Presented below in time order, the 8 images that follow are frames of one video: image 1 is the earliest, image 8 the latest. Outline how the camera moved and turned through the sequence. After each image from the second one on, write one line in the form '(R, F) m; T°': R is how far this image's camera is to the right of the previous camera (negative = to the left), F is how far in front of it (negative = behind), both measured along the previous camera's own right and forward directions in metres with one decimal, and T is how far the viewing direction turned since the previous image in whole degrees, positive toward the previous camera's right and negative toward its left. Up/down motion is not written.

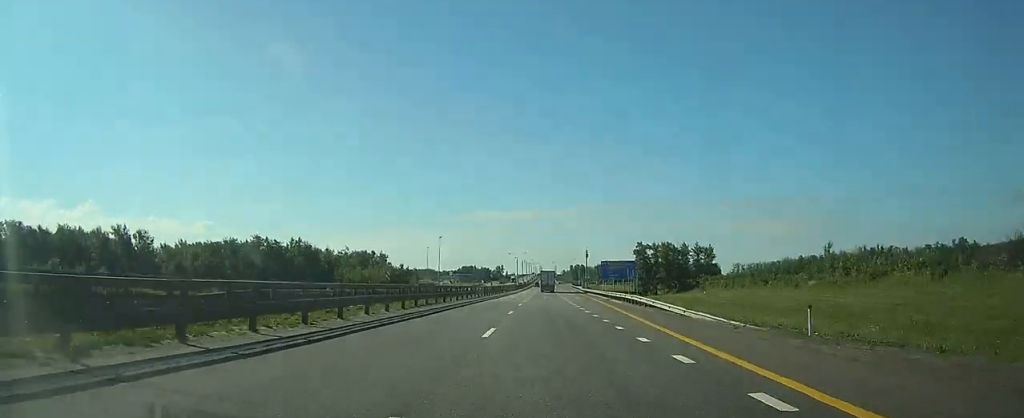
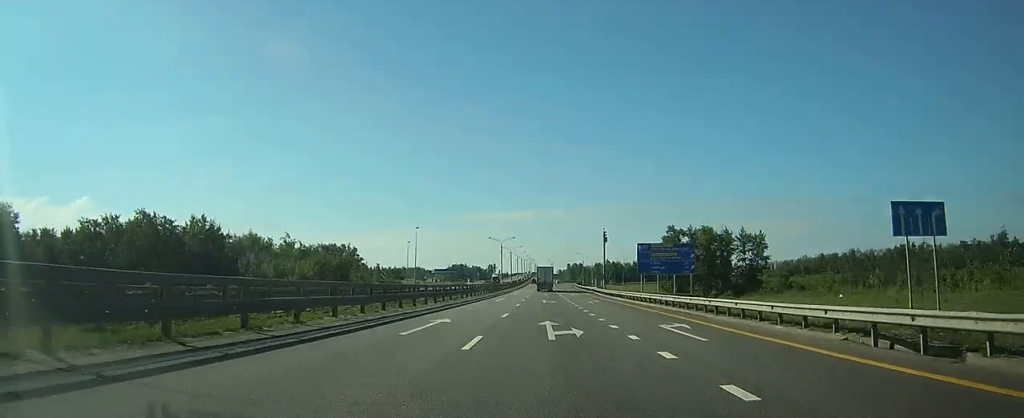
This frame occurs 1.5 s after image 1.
(+0.5, +51.0) m; +1°
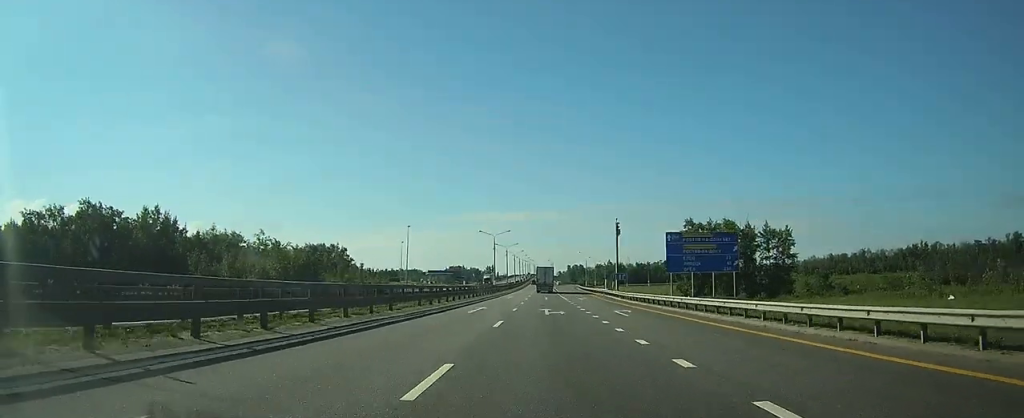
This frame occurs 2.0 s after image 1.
(0.0, +17.0) m; 0°
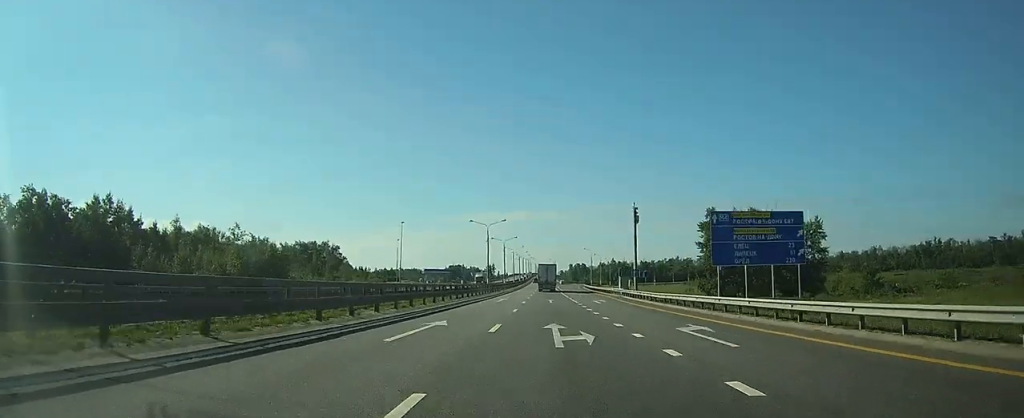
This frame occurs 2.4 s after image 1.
(0.0, +14.8) m; 0°
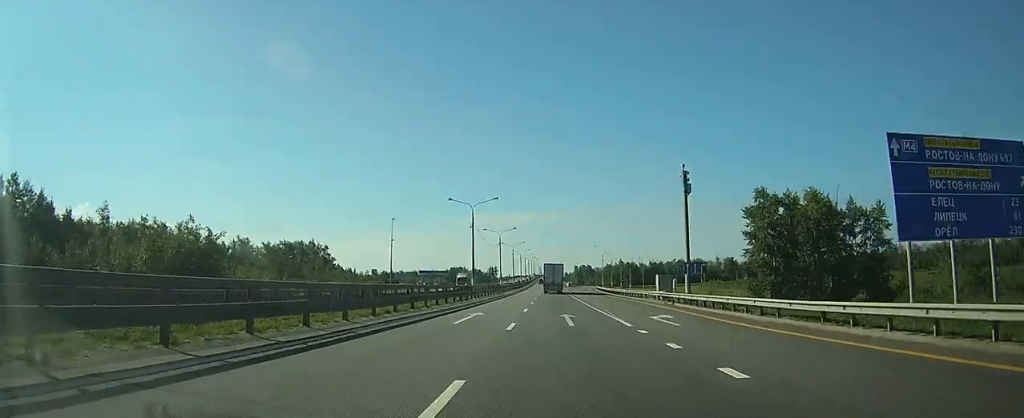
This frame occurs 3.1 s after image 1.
(0.0, +22.7) m; 0°
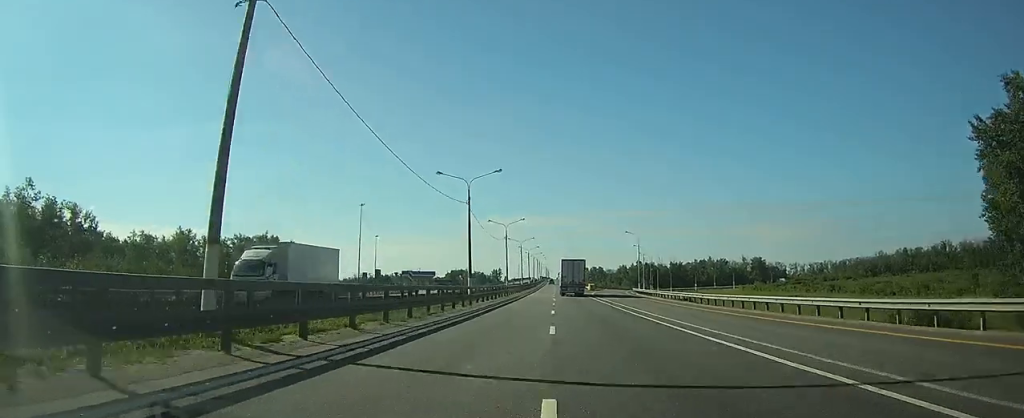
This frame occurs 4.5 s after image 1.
(-0.2, +48.9) m; 0°
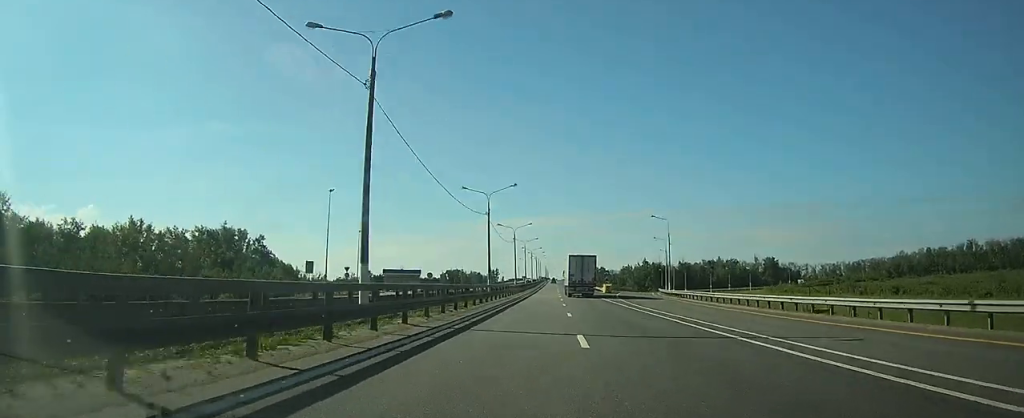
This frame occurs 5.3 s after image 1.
(-0.1, +27.3) m; 0°
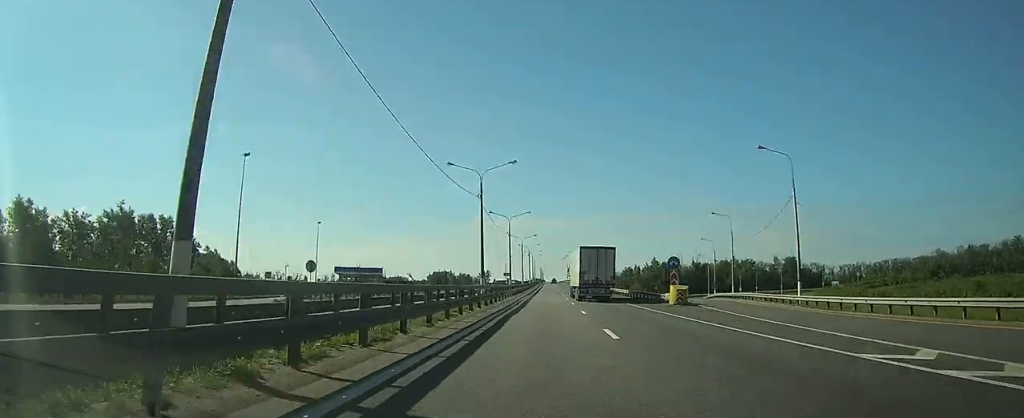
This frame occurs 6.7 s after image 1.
(-0.1, +45.6) m; 0°
